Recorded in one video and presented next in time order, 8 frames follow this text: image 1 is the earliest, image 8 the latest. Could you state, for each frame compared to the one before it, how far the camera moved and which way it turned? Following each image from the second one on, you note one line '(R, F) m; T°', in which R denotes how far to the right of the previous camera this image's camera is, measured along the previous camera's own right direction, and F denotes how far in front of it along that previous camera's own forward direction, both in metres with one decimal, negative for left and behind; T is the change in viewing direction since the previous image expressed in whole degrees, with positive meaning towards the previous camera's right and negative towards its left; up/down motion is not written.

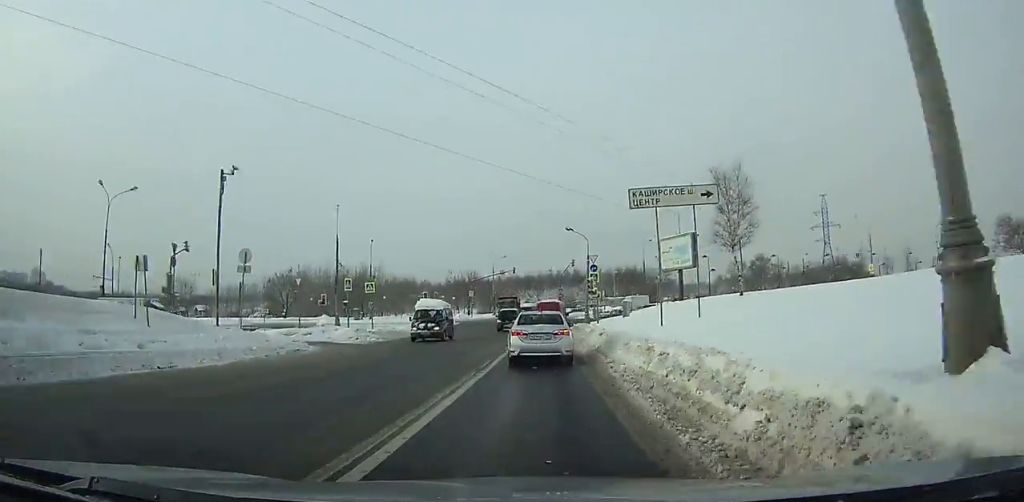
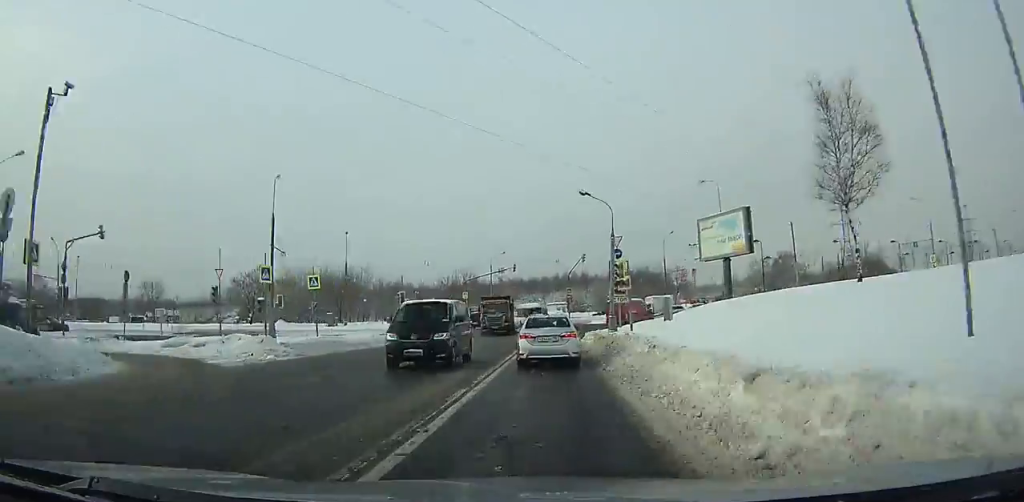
(+0.1, +13.3) m; +1°
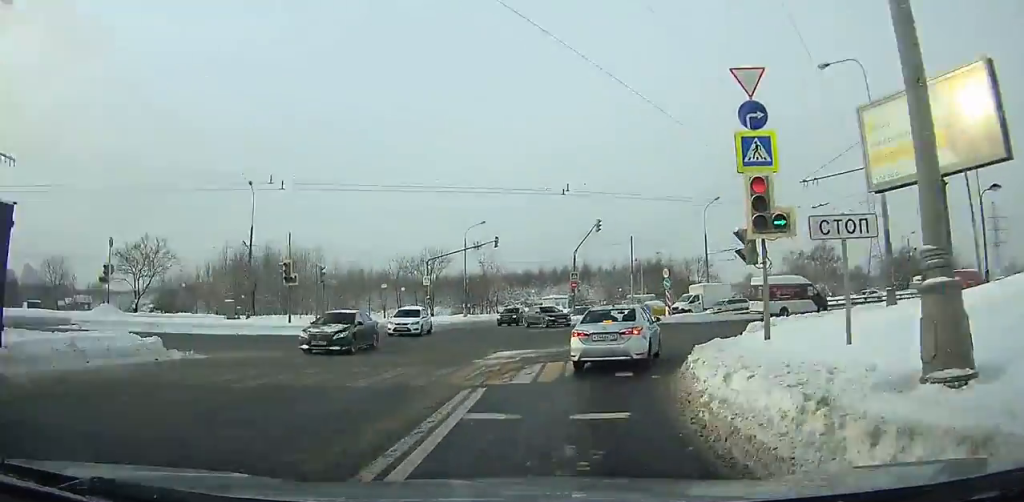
(+0.8, +23.5) m; +10°
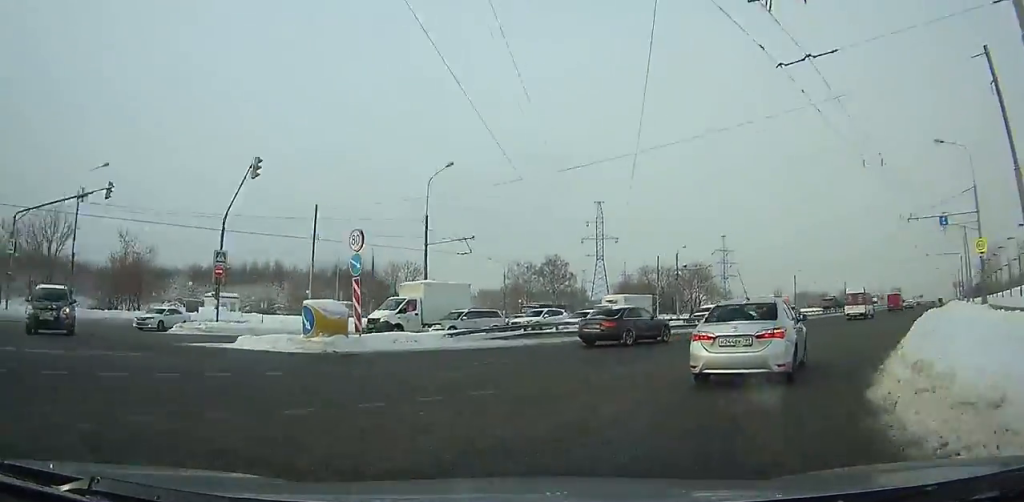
(+5.1, +23.0) m; +29°
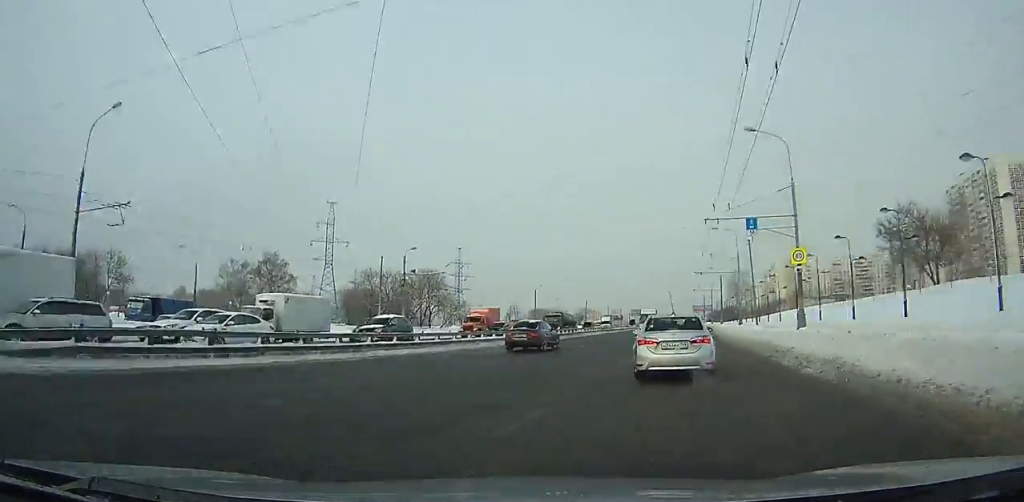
(+1.8, +13.6) m; +16°
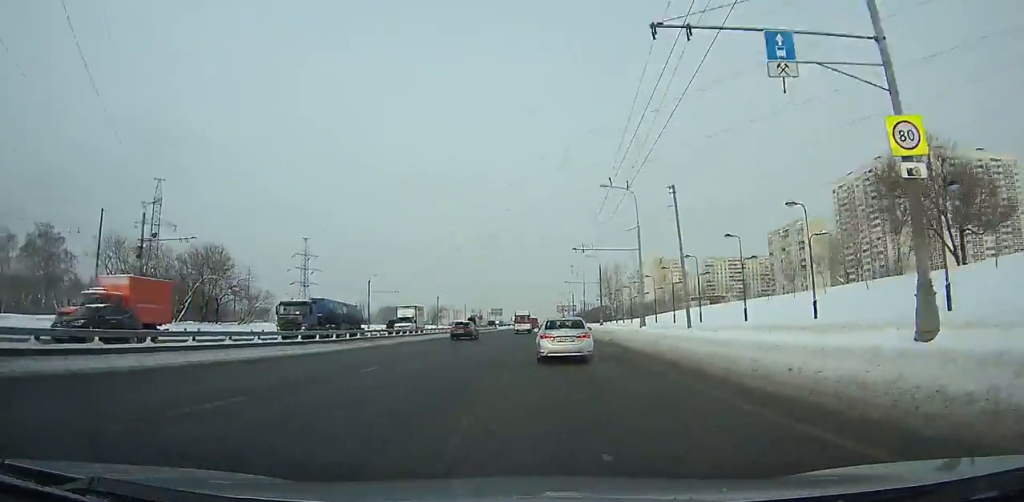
(+4.0, +26.3) m; +10°
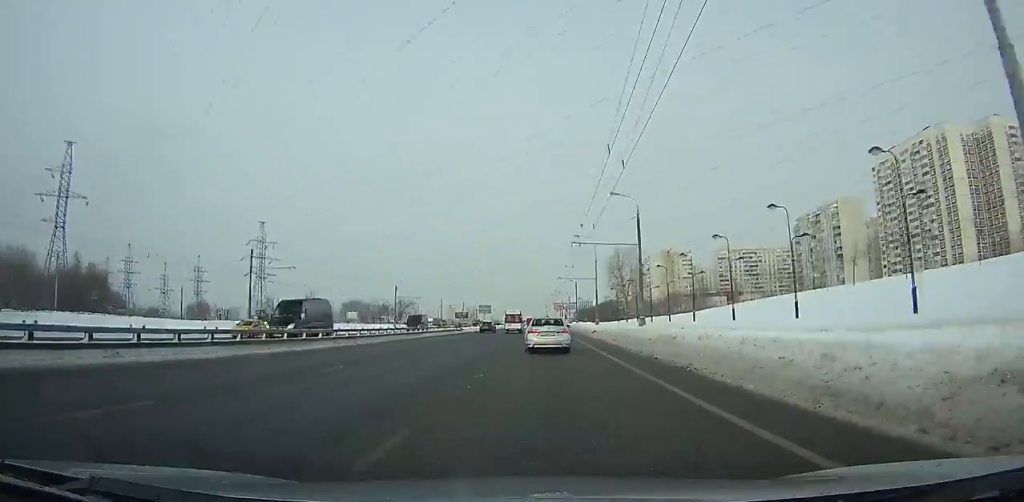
(+0.8, +41.7) m; +1°
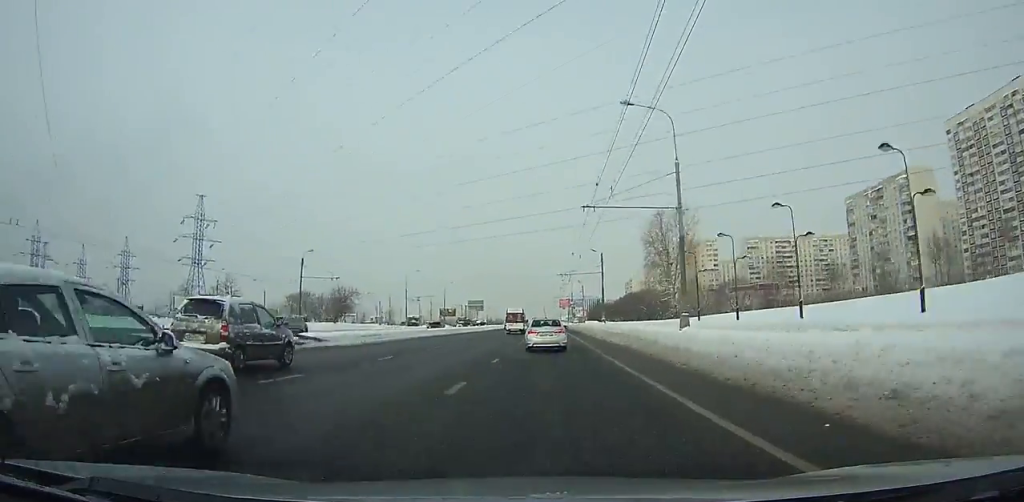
(+0.1, +50.5) m; 0°
